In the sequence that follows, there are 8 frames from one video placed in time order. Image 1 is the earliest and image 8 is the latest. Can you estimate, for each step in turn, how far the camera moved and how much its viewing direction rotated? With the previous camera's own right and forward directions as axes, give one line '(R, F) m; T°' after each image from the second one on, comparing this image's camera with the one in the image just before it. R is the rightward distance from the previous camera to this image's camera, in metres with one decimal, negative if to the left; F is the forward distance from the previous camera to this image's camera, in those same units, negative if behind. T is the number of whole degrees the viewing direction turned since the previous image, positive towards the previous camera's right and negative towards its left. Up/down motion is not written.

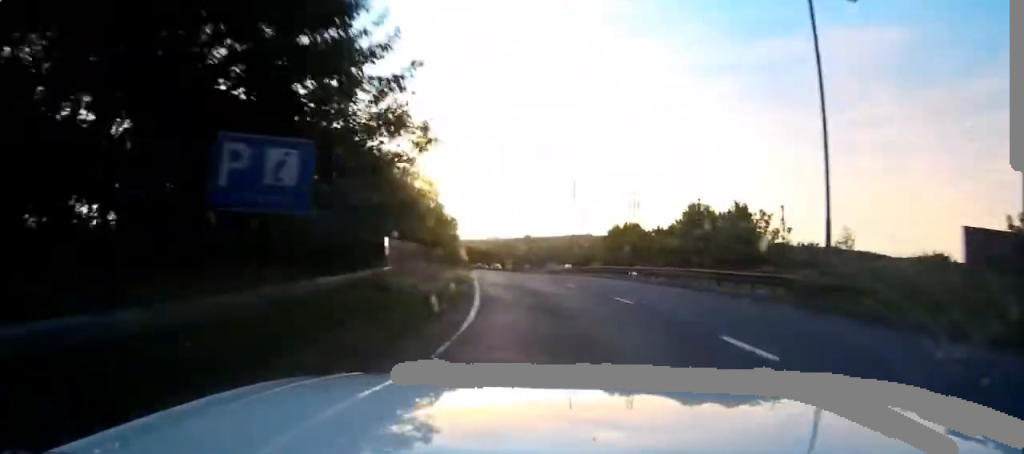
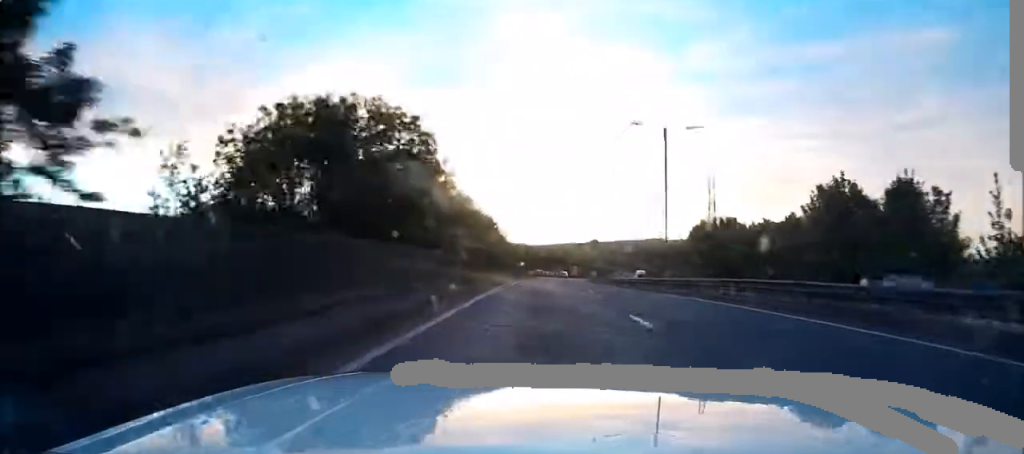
(-1.4, +22.8) m; -6°
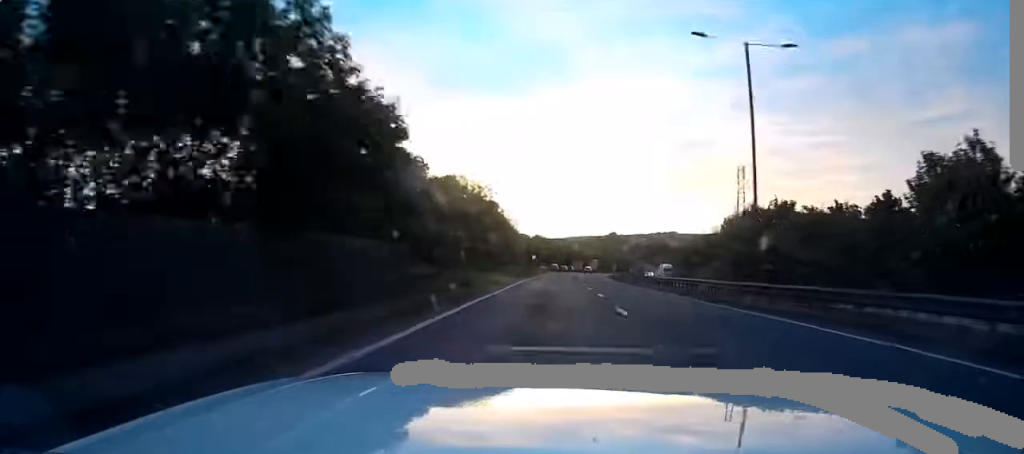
(-0.6, +15.6) m; -2°
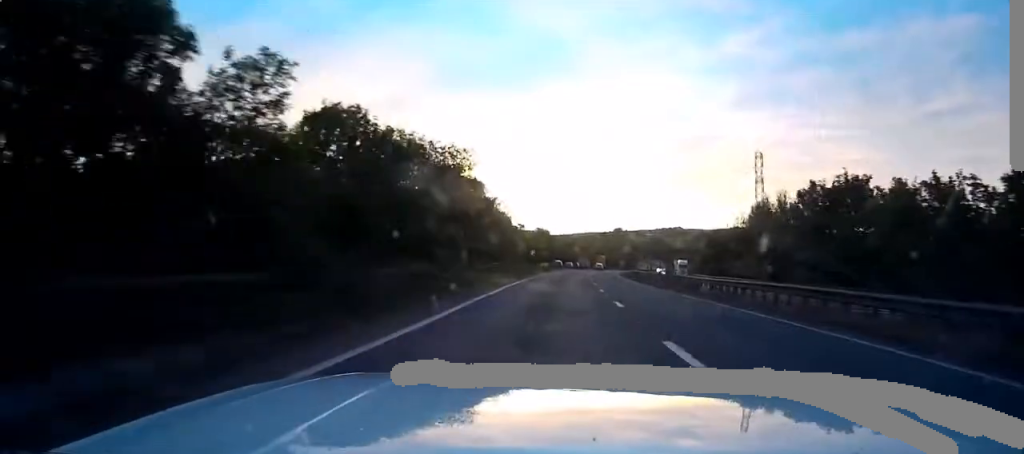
(-0.3, +15.9) m; -1°
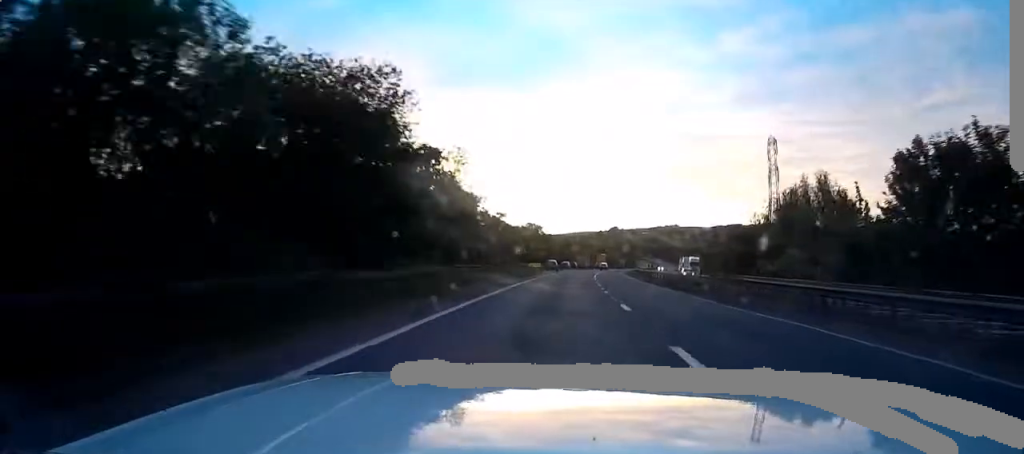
(-0.1, +18.7) m; 0°
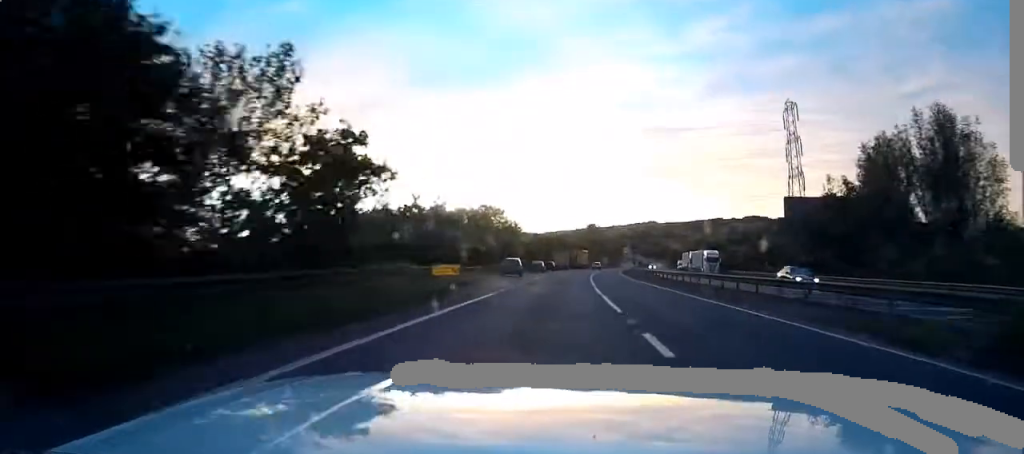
(-0.1, +34.1) m; +1°
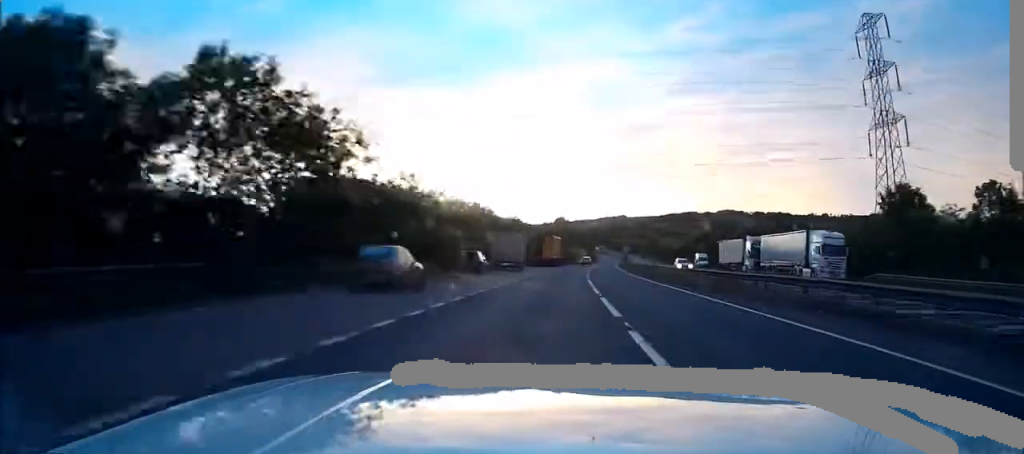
(+1.9, +56.8) m; +3°
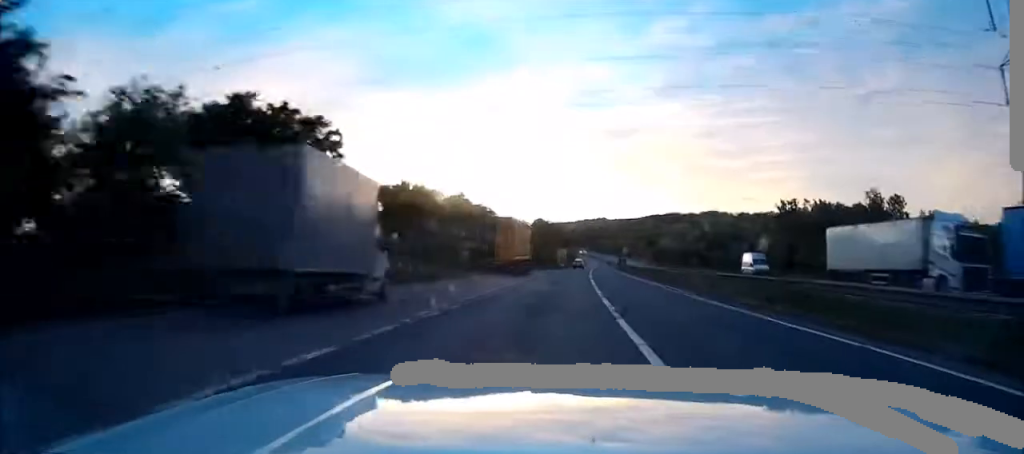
(+0.8, +41.1) m; +2°
